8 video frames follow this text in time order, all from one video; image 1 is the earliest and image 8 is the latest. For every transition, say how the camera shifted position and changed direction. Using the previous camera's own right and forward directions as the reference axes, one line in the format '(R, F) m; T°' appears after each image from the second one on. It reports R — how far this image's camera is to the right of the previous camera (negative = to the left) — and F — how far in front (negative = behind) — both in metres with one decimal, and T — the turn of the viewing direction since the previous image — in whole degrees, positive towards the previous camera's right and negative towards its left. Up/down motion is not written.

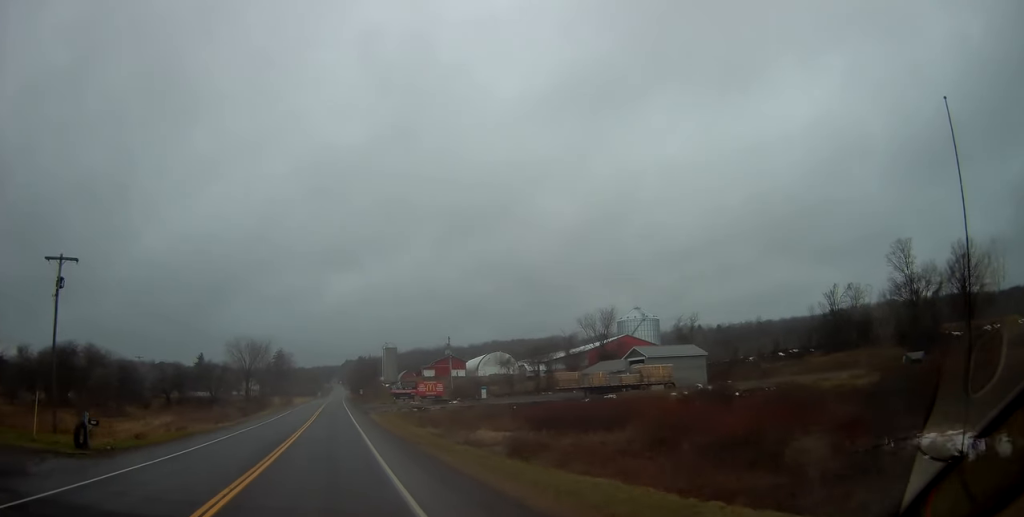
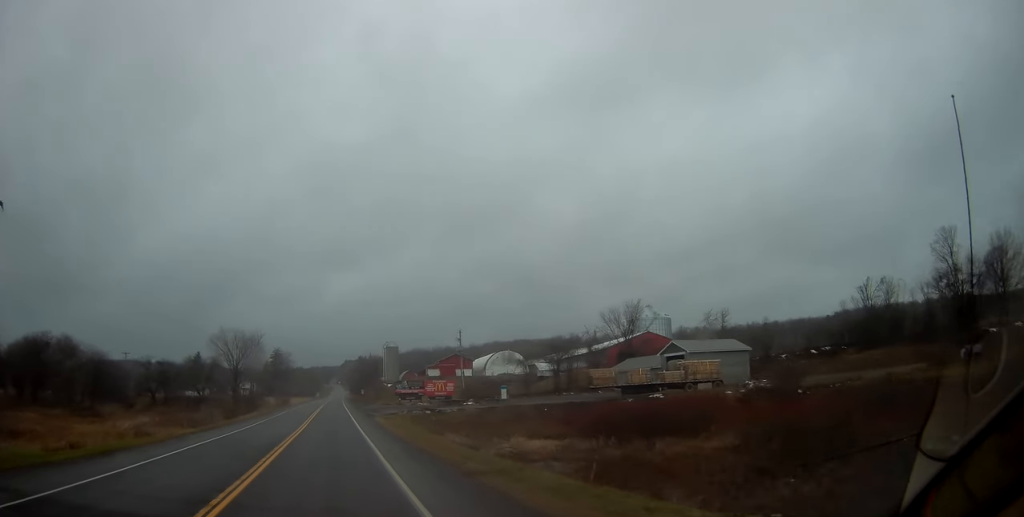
(-0.2, +9.8) m; 0°
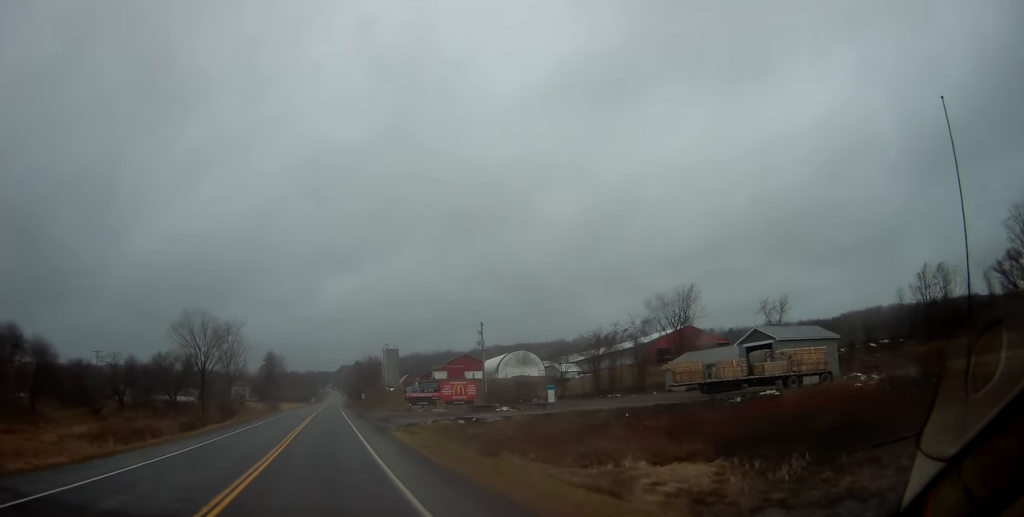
(+0.4, +16.6) m; +1°
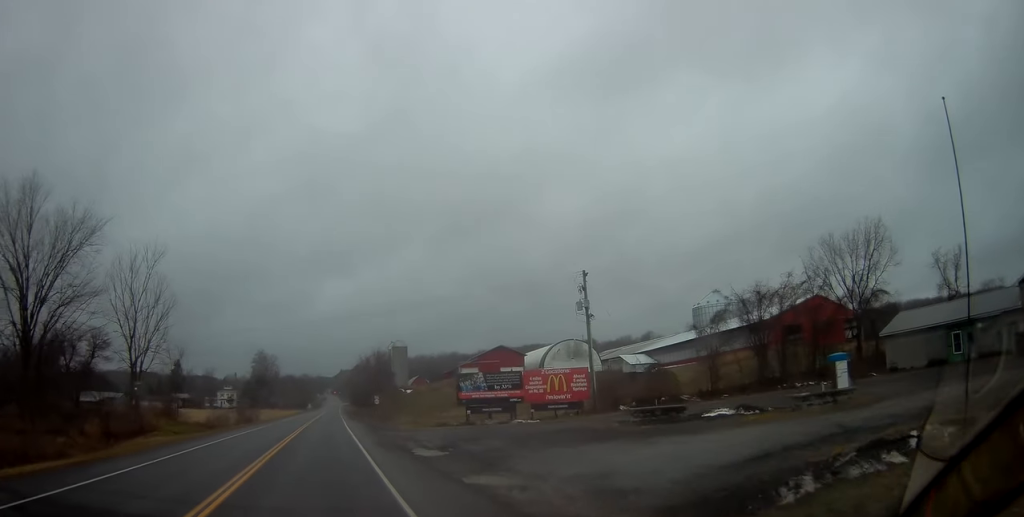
(+0.1, +34.6) m; 0°
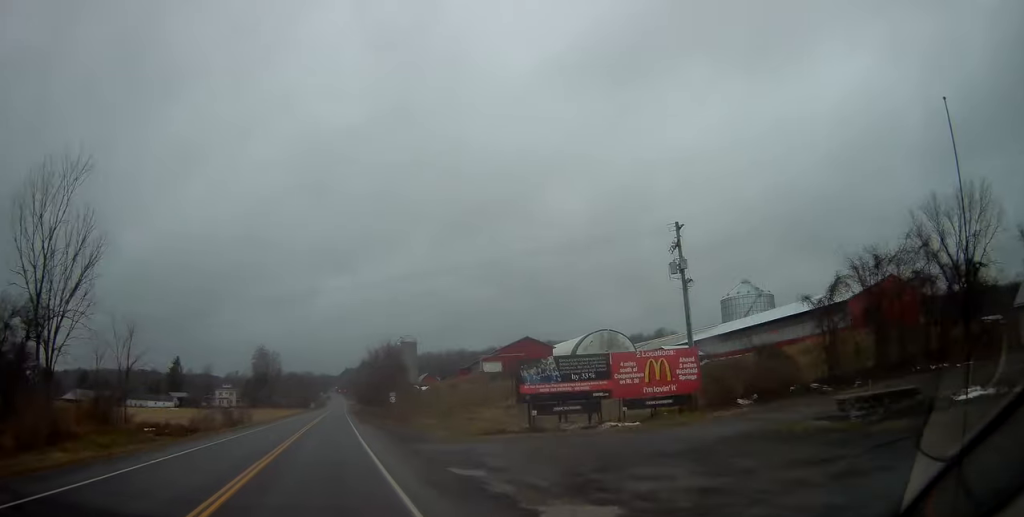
(0.0, +13.5) m; 0°
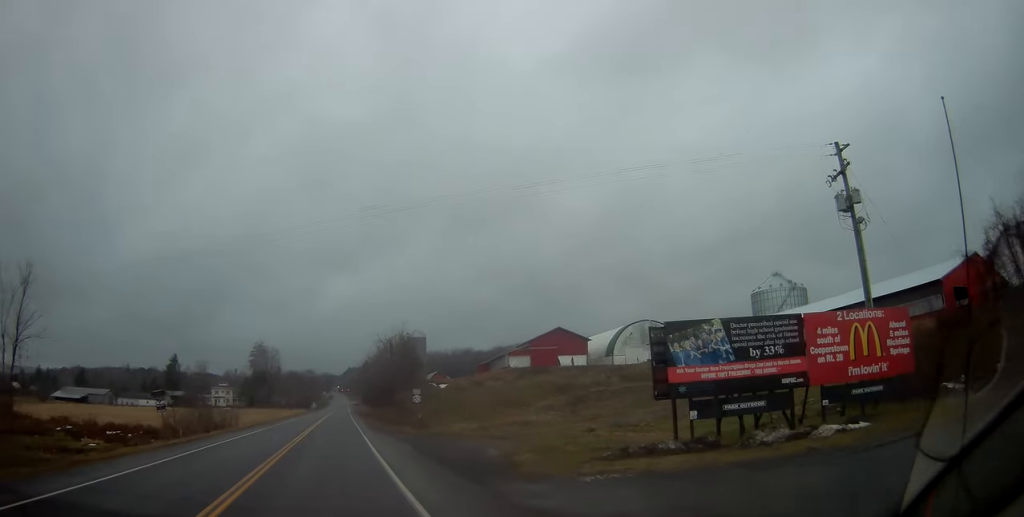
(+0.1, +14.1) m; -1°
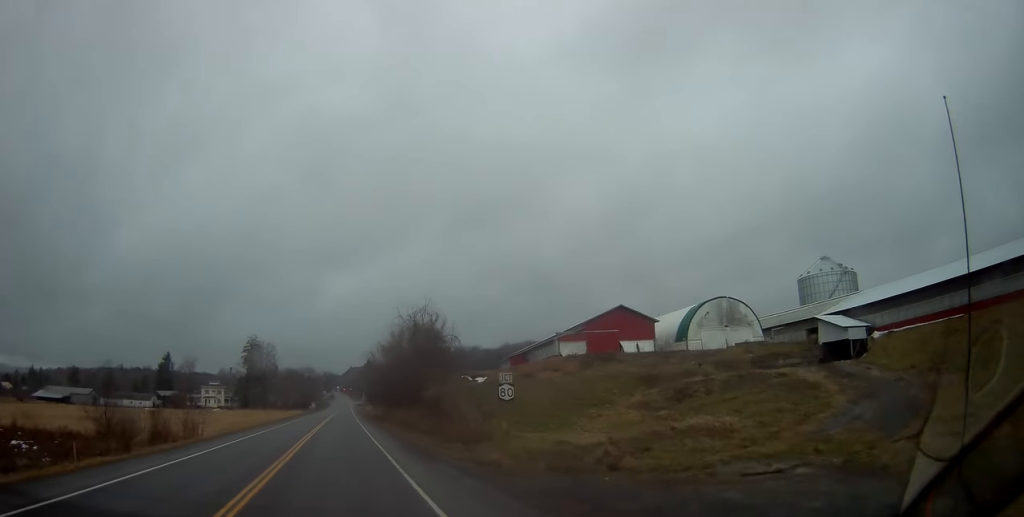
(-0.2, +20.9) m; -1°
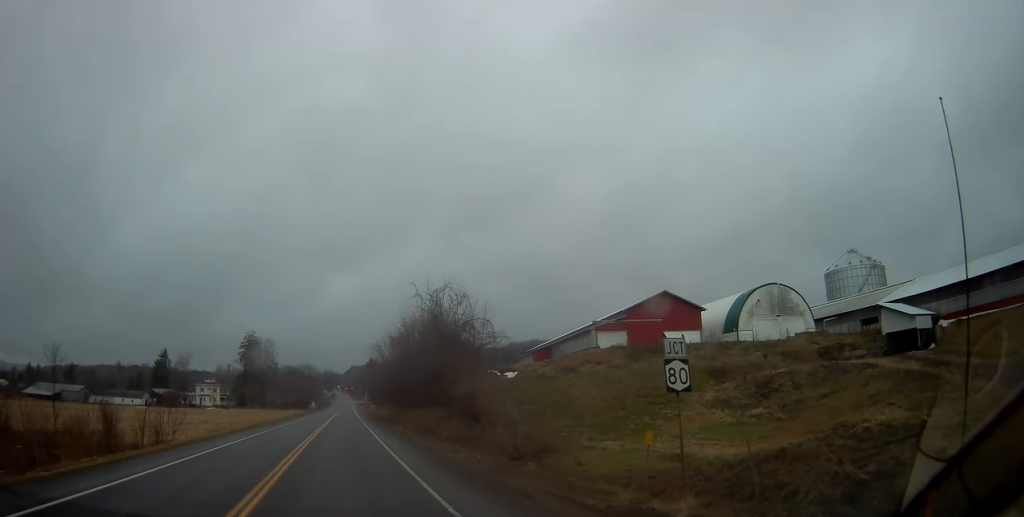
(-0.1, +10.4) m; 0°
